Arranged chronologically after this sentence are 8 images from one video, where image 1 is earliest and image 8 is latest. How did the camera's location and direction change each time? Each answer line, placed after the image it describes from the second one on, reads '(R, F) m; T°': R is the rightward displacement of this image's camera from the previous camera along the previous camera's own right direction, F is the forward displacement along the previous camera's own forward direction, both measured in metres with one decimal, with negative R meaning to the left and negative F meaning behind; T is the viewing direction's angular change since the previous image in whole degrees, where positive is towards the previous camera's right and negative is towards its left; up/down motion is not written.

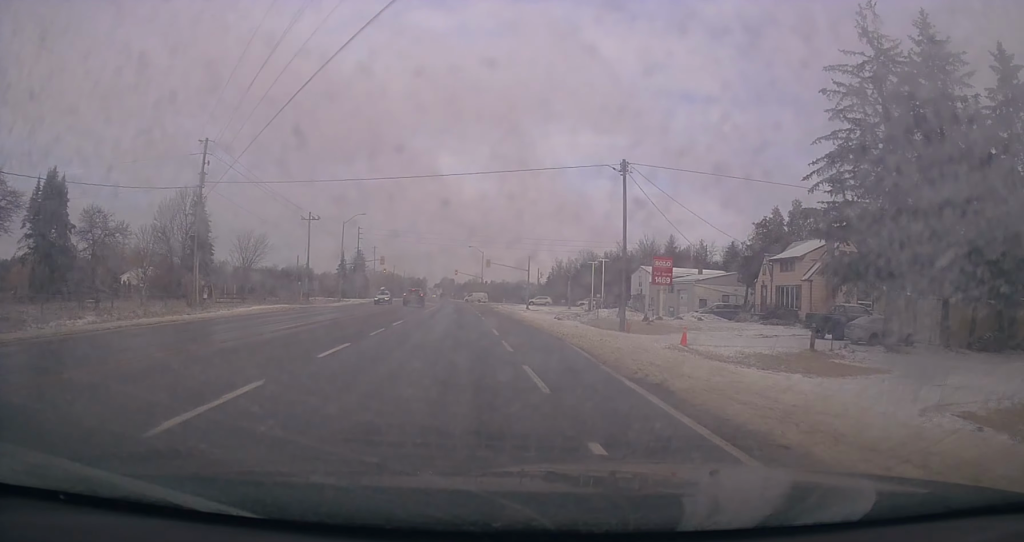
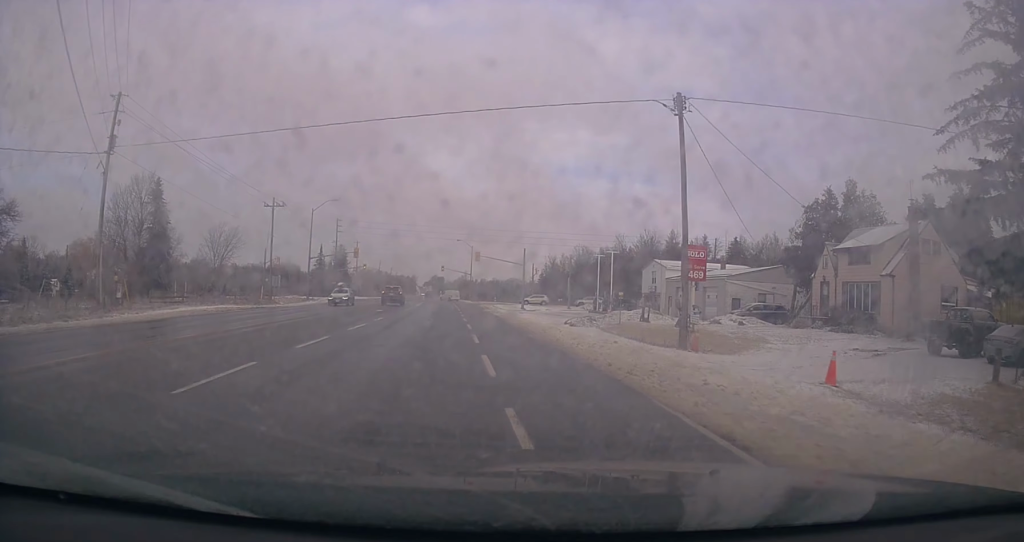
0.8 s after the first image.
(+0.2, +11.5) m; +1°
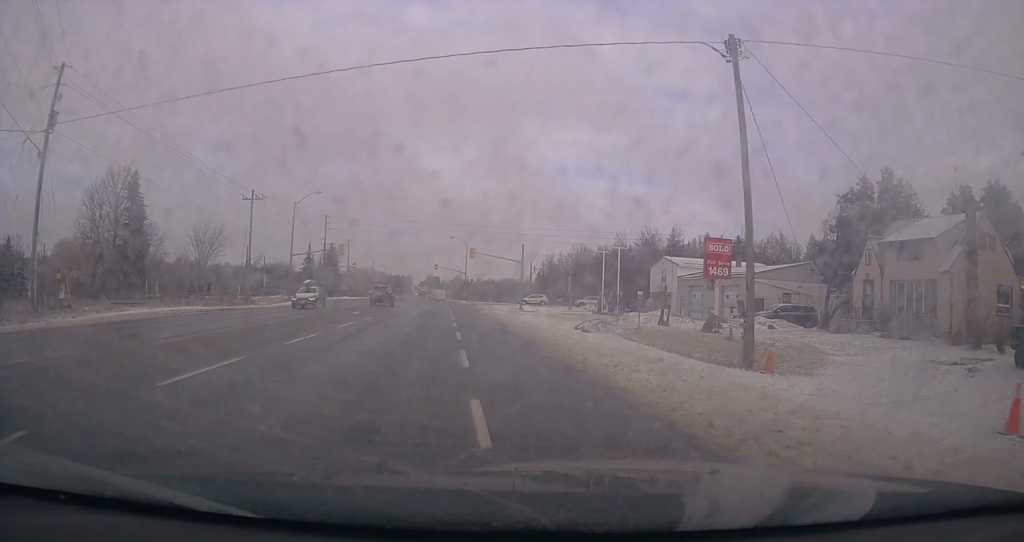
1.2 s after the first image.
(-0.2, +6.1) m; 0°
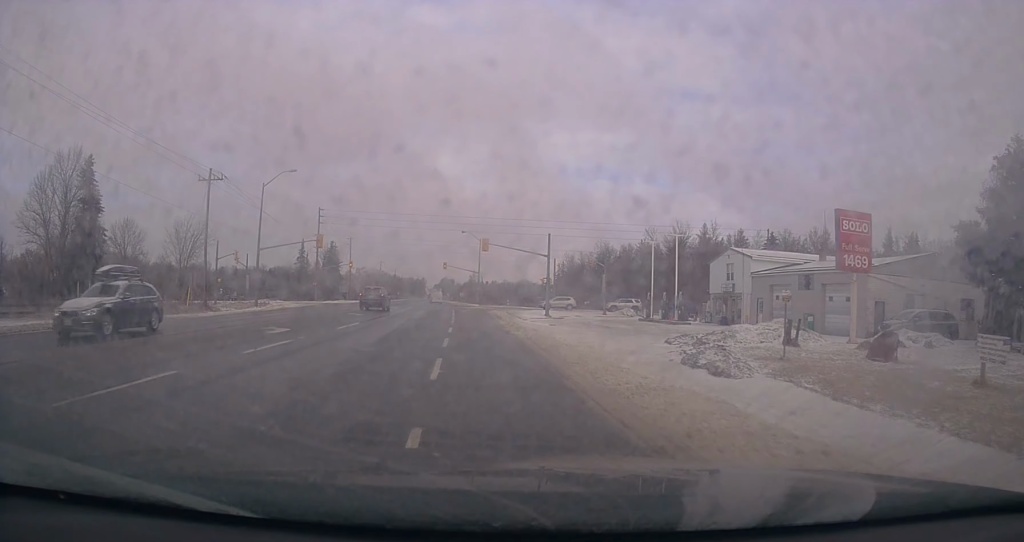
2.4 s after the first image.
(+0.3, +13.9) m; -1°
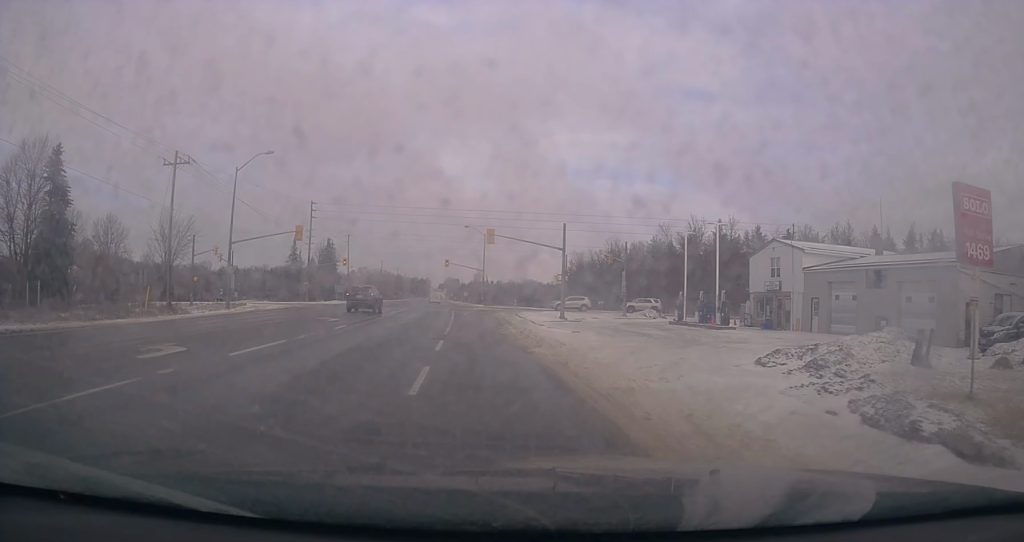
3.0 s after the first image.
(-0.3, +7.2) m; 0°
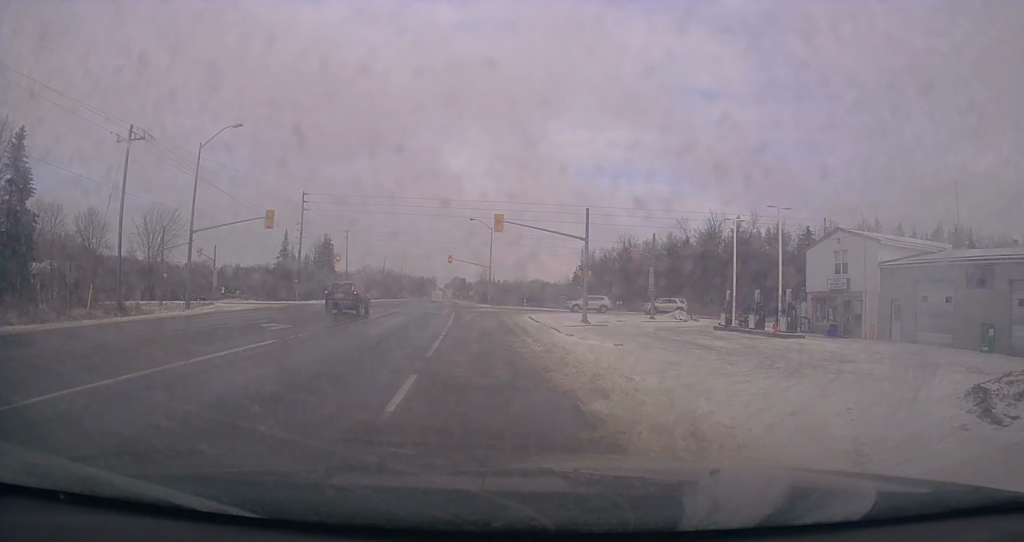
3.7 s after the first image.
(-0.1, +7.9) m; 0°
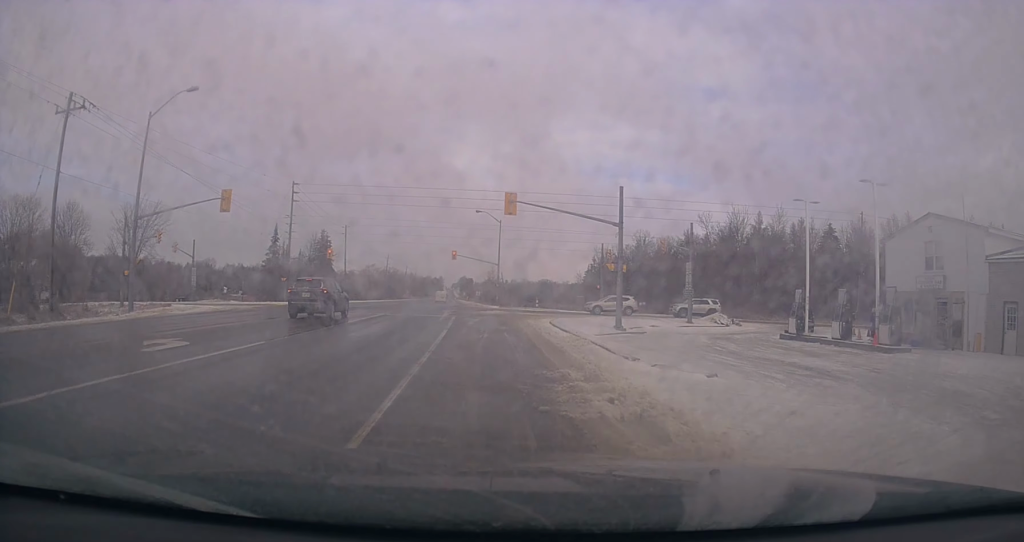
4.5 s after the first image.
(+0.4, +8.4) m; 0°
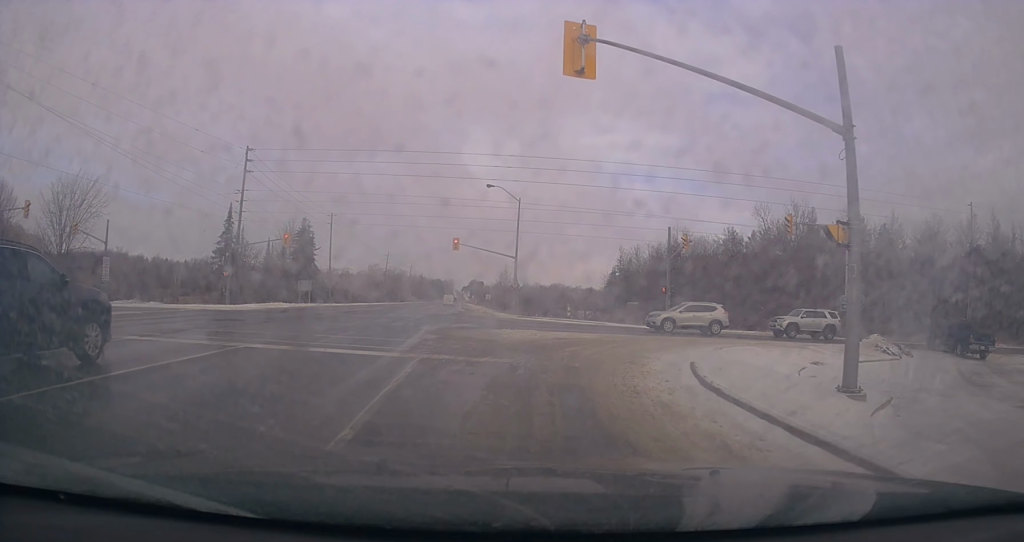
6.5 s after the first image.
(-1.0, +21.0) m; 0°
